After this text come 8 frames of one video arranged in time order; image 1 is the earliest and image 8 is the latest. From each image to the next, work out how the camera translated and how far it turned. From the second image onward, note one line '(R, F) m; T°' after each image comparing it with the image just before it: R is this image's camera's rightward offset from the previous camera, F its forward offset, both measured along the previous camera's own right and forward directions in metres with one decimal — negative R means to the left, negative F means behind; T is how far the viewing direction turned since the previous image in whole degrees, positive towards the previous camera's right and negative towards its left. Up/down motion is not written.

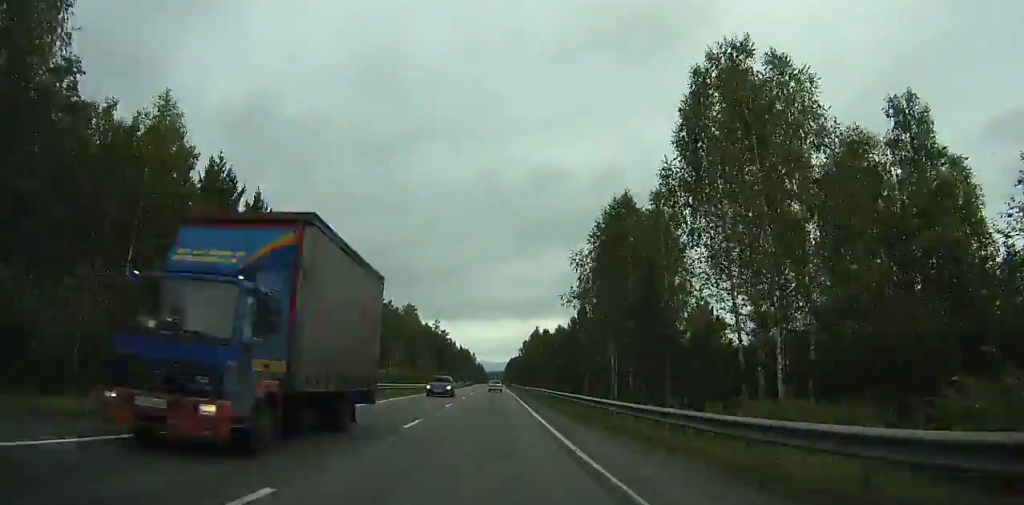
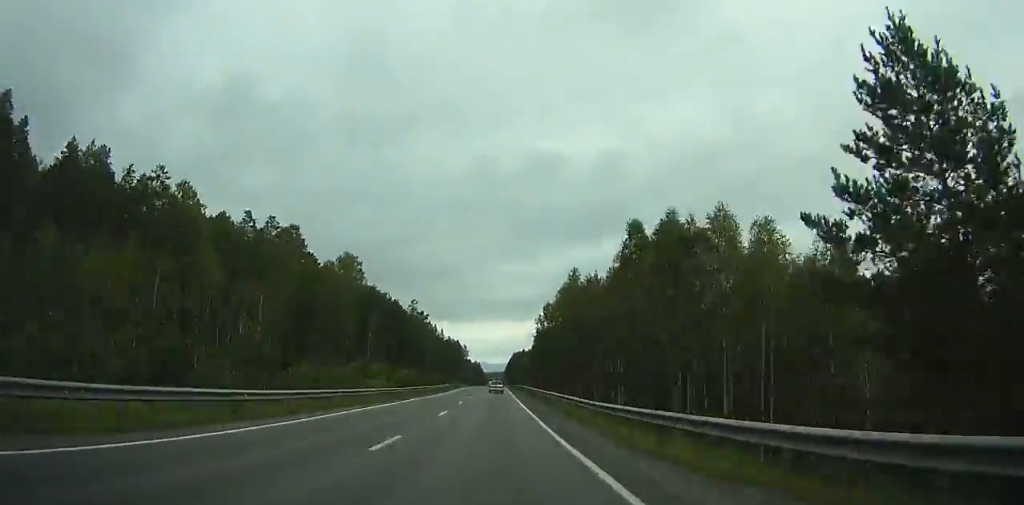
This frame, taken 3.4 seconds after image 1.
(+0.6, +77.9) m; 0°
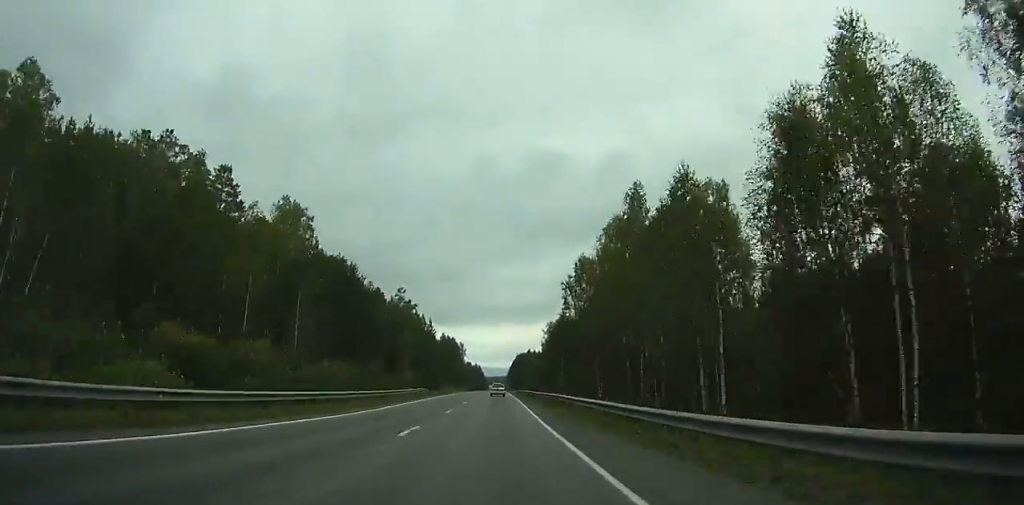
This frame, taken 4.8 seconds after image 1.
(0.0, +32.5) m; 0°
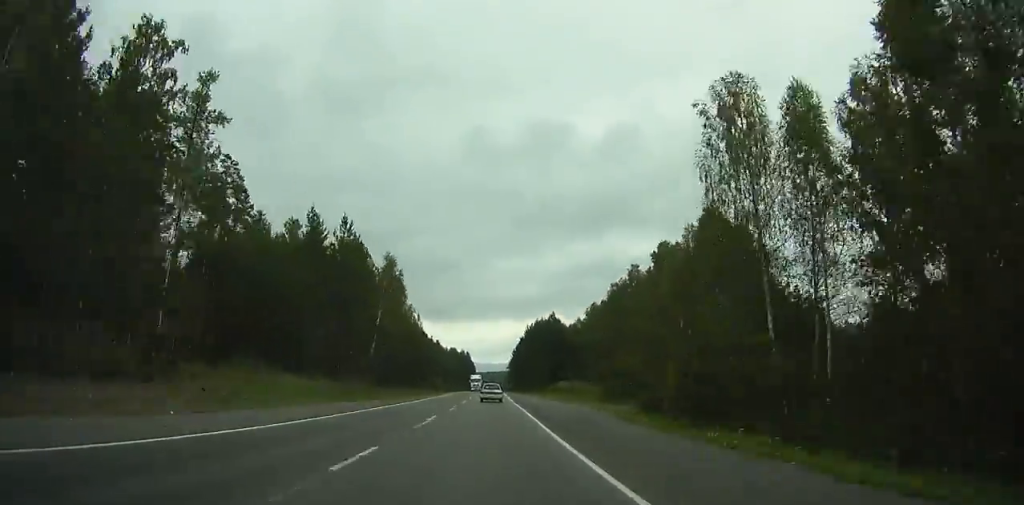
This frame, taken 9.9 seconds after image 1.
(-0.3, +121.8) m; 0°
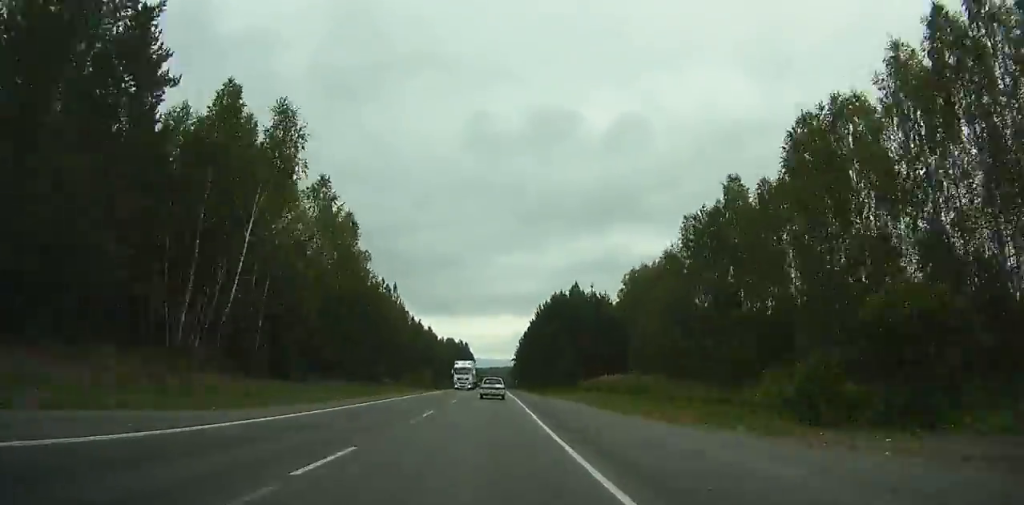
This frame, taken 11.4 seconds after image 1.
(0.0, +36.0) m; 0°
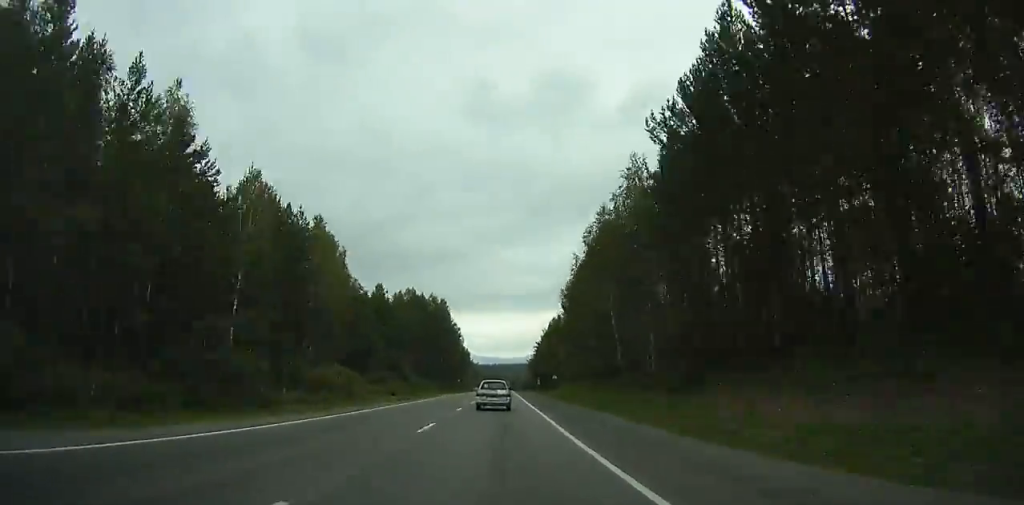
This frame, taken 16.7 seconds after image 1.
(-0.4, +125.3) m; 0°
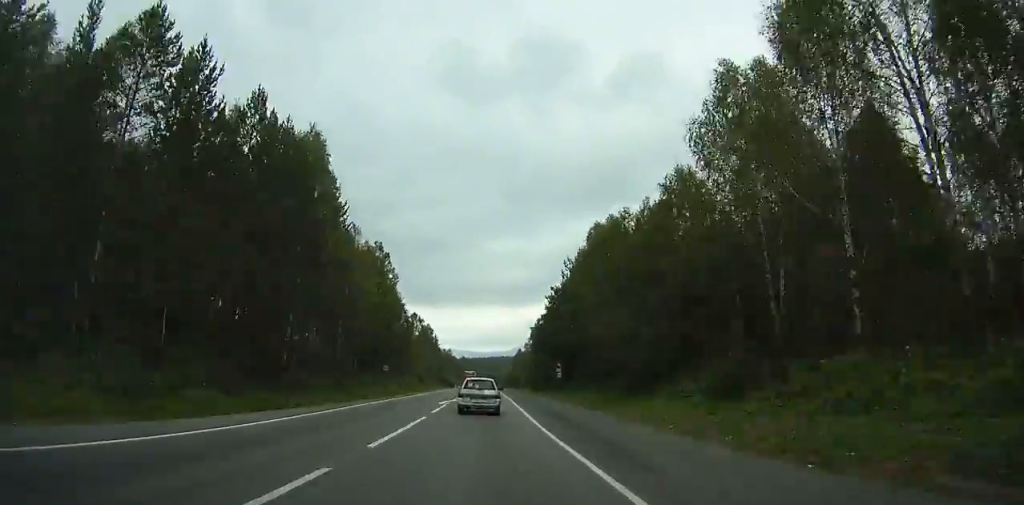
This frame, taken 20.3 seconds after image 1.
(+0.4, +81.7) m; +1°
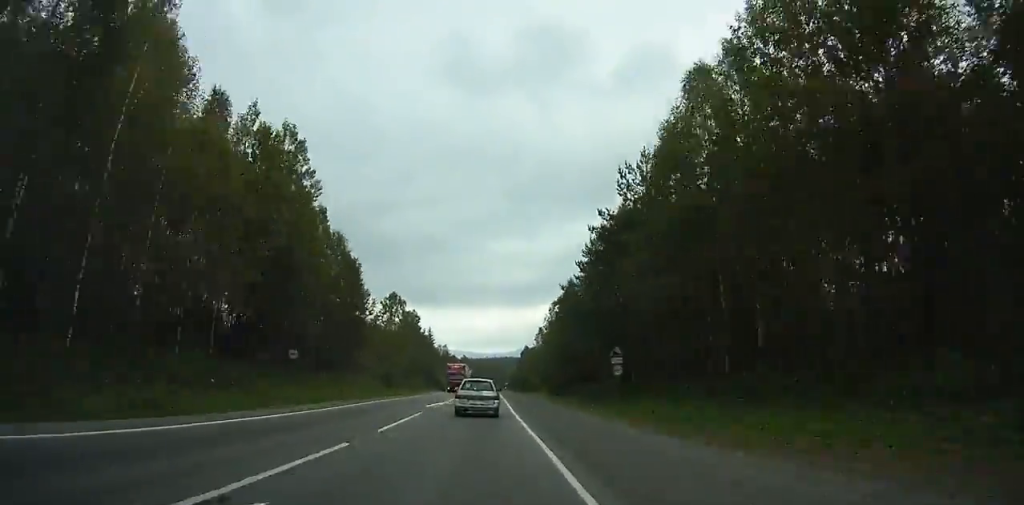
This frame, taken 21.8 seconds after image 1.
(+0.4, +33.4) m; 0°
